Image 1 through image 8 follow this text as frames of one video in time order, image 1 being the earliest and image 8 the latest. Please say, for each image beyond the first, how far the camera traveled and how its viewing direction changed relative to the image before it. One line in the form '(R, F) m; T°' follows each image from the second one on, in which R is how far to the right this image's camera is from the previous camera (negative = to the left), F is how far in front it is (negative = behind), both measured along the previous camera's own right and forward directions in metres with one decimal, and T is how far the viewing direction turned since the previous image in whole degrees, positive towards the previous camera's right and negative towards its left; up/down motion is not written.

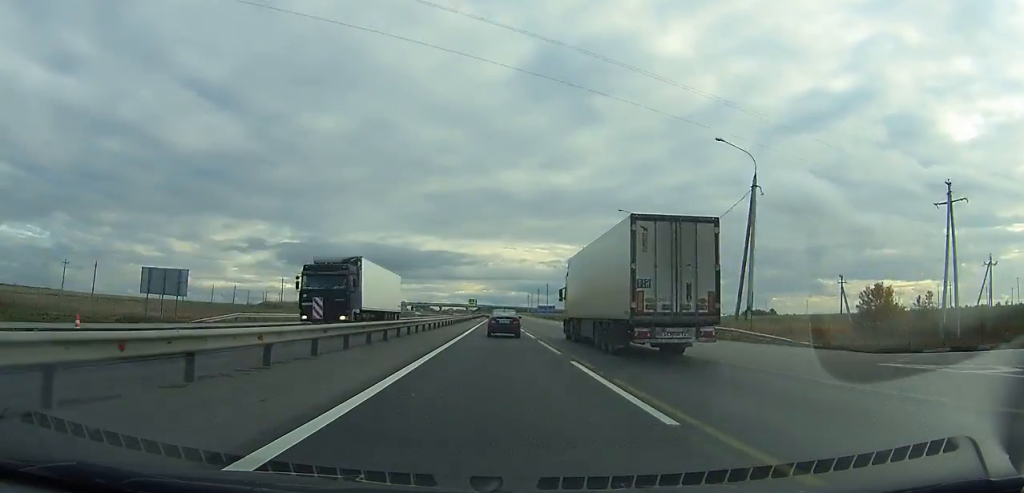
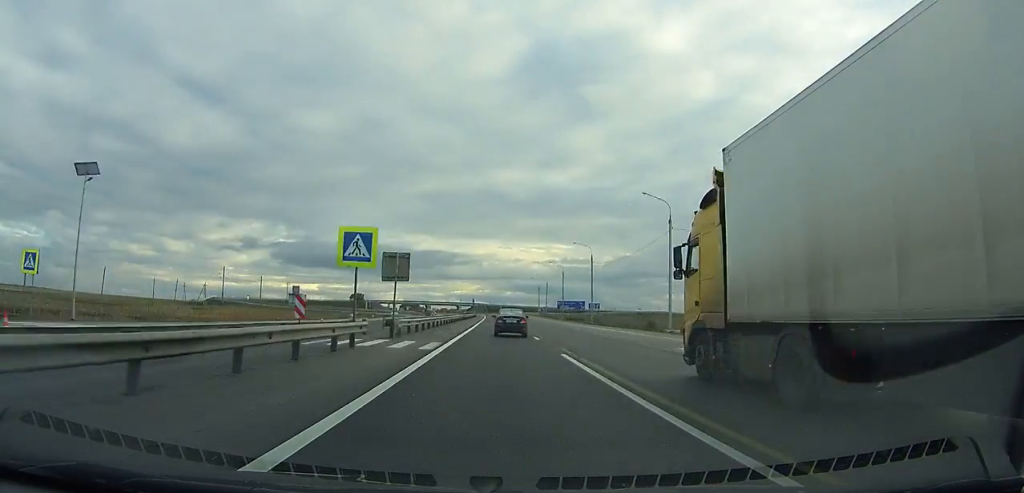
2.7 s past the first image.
(0.0, +78.7) m; 0°
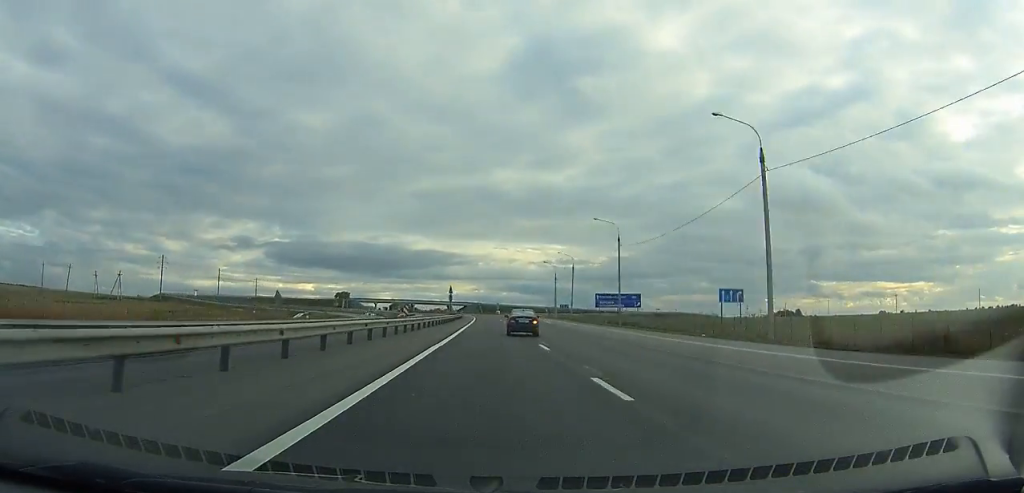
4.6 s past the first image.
(+0.3, +55.5) m; +1°
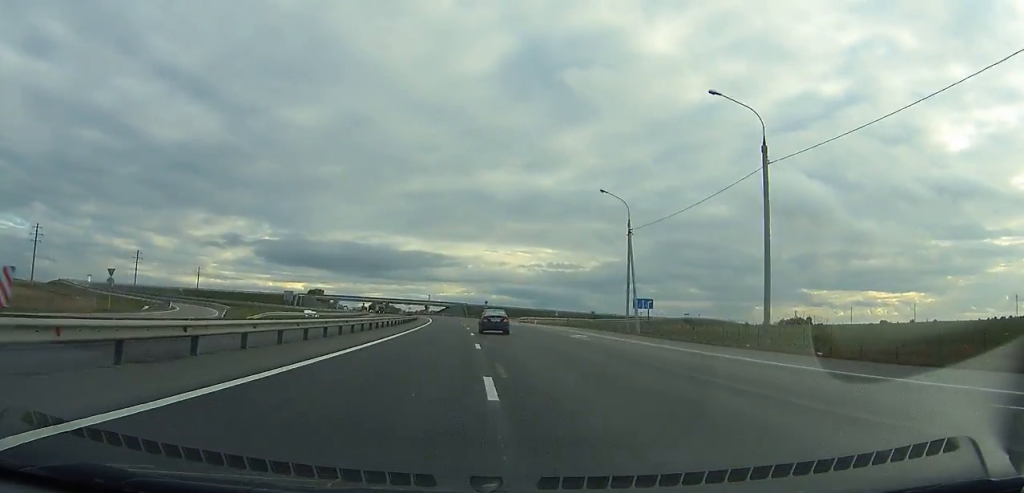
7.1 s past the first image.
(+0.5, +72.9) m; 0°
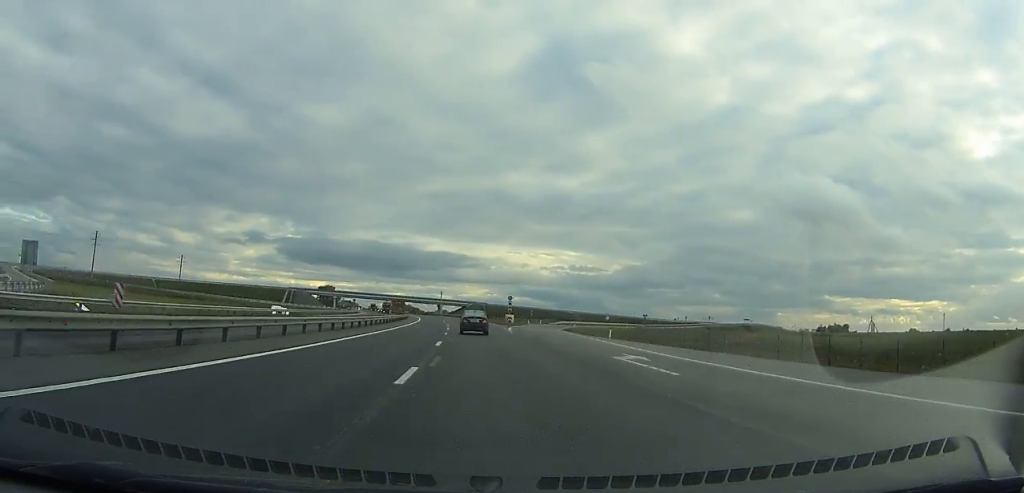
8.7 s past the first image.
(+0.8, +46.7) m; -1°
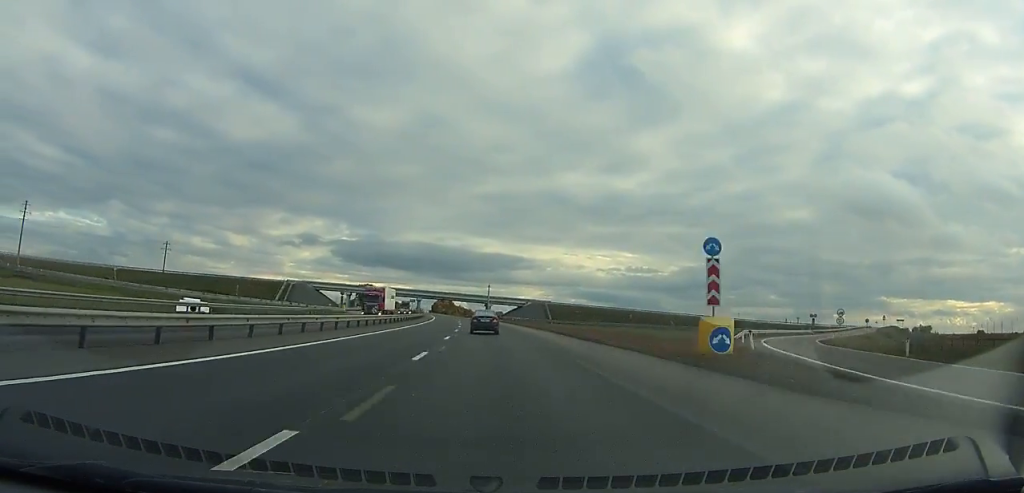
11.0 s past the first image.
(-1.8, +67.2) m; -4°
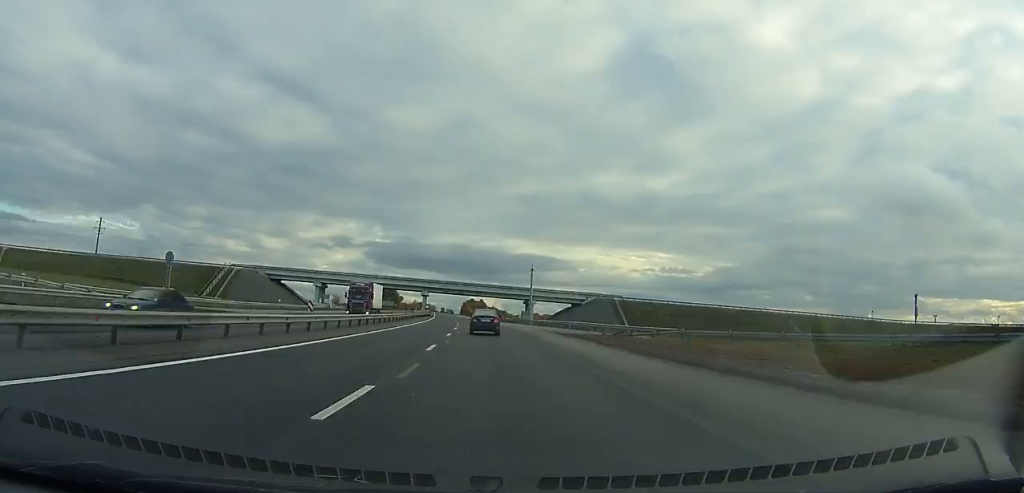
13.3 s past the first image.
(-2.8, +67.3) m; -4°
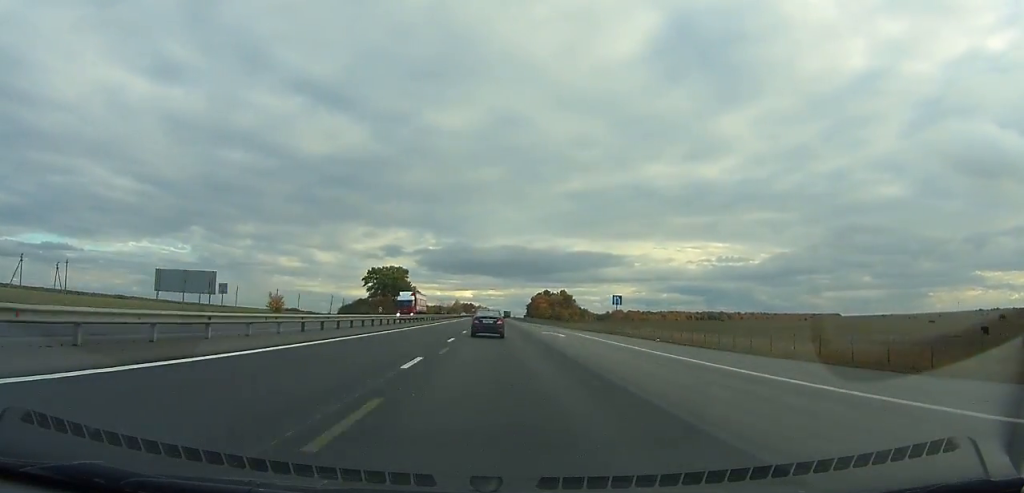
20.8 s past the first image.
(-19.5, +222.0) m; -7°
